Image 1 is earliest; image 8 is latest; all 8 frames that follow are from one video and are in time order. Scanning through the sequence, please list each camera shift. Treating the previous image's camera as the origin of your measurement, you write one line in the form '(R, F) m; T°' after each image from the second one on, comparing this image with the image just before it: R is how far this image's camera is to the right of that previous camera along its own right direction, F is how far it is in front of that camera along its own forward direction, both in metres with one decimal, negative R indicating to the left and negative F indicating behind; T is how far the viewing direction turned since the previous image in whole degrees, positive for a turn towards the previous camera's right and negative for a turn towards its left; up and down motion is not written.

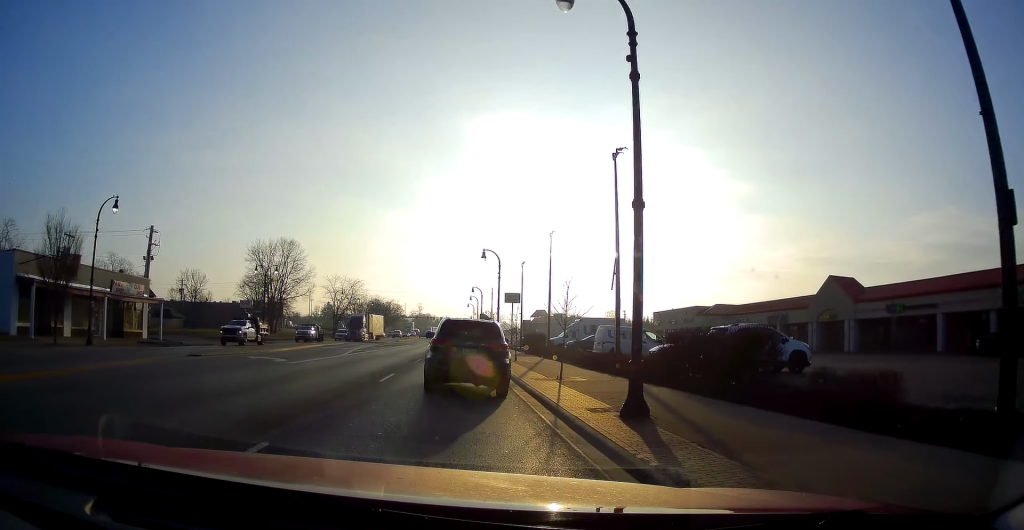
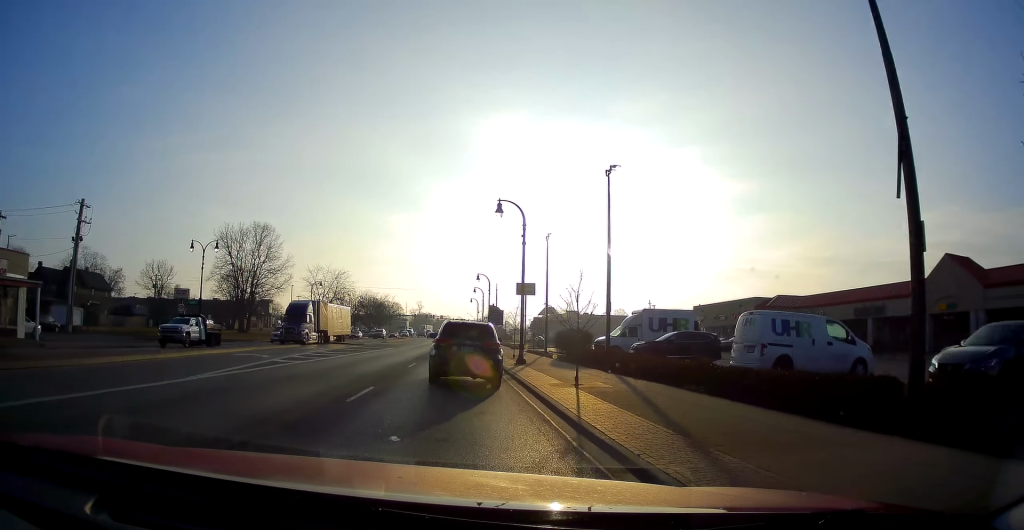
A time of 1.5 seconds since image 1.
(+0.2, +17.0) m; +1°
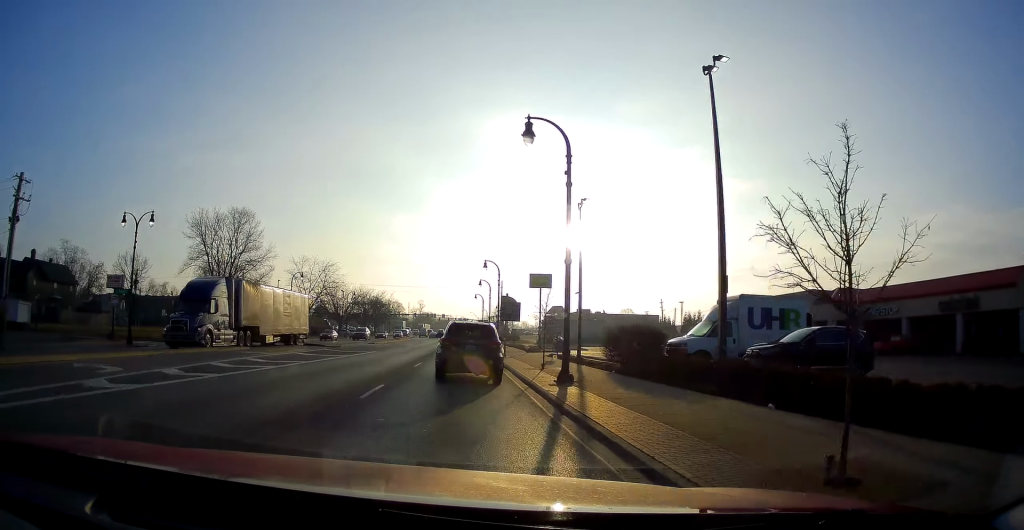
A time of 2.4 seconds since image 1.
(0.0, +11.6) m; 0°
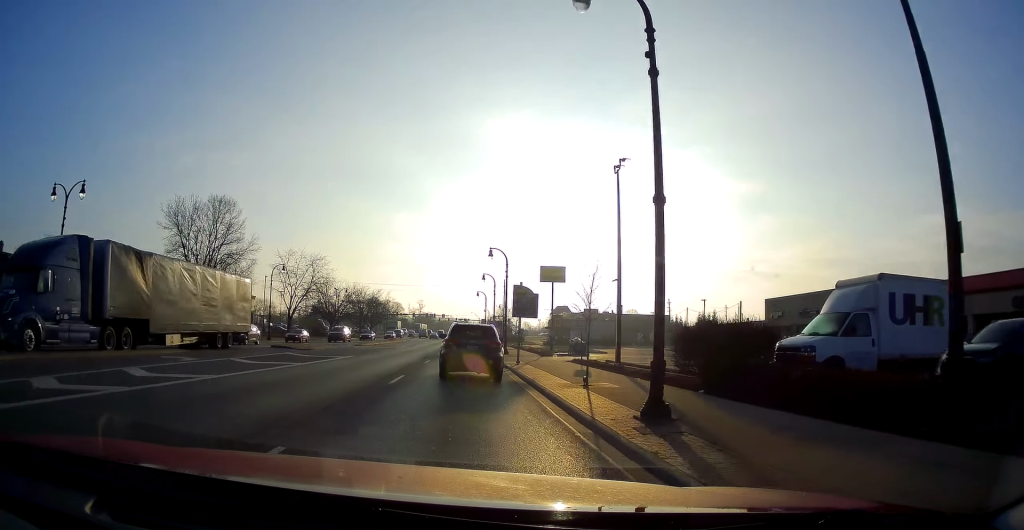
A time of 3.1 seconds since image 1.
(0.0, +8.3) m; -1°
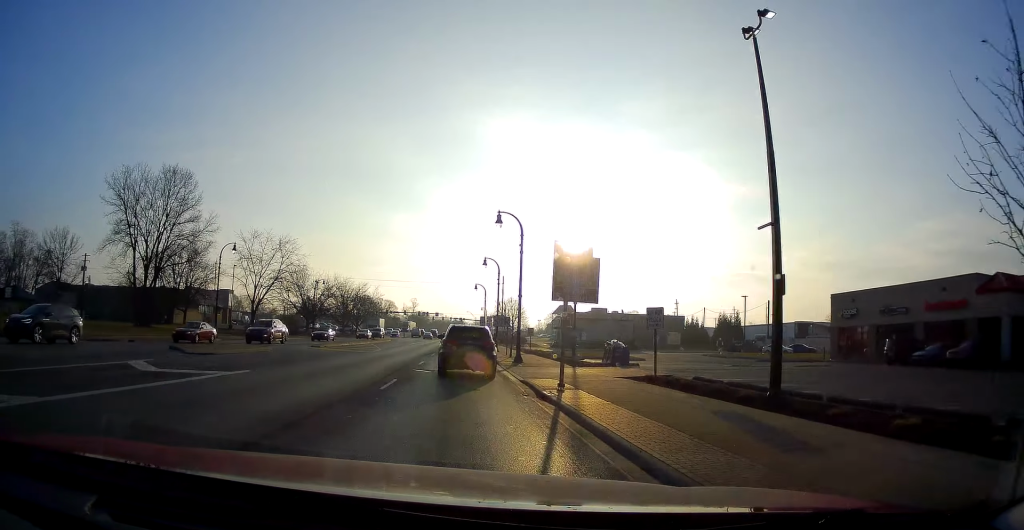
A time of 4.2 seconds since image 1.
(-0.3, +13.8) m; -1°
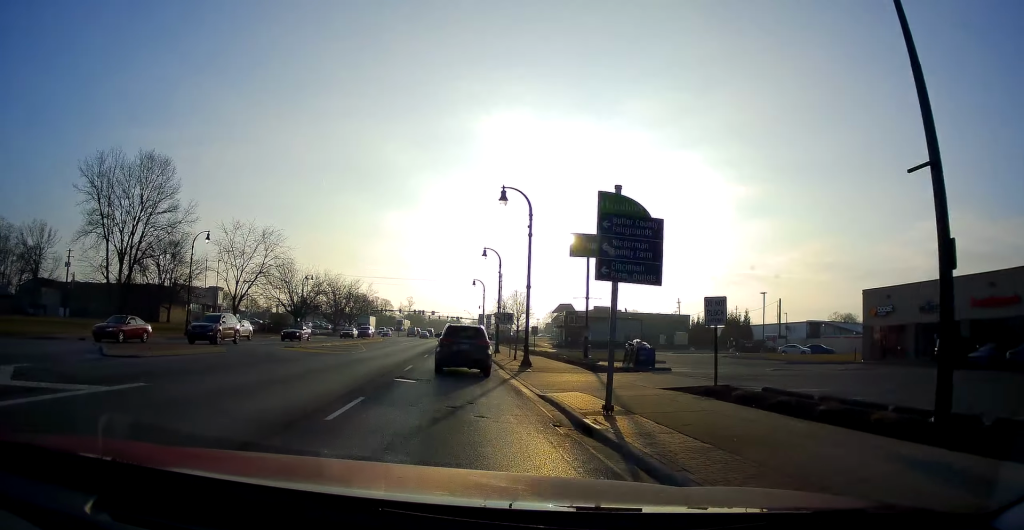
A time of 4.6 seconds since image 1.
(0.0, +5.4) m; +1°
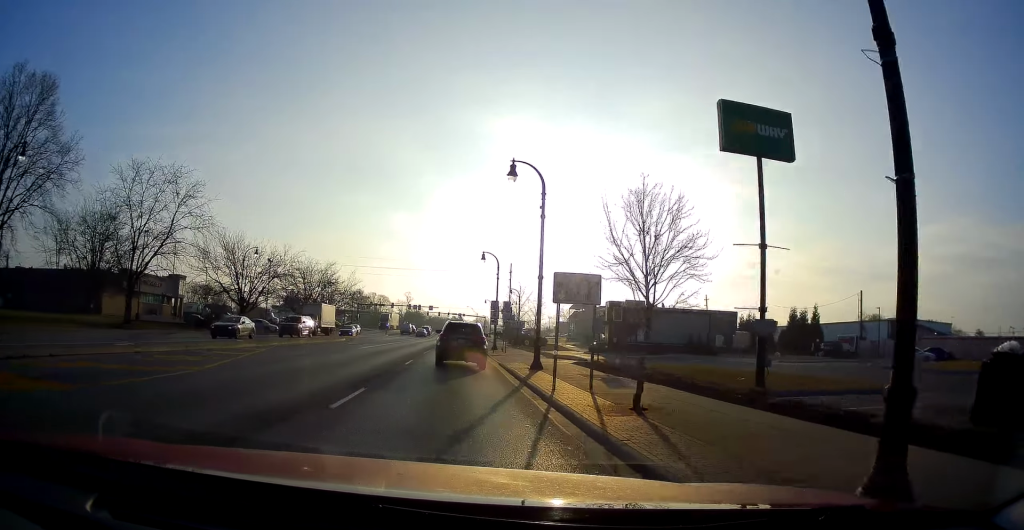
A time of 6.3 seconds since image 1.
(+1.0, +23.5) m; +3°
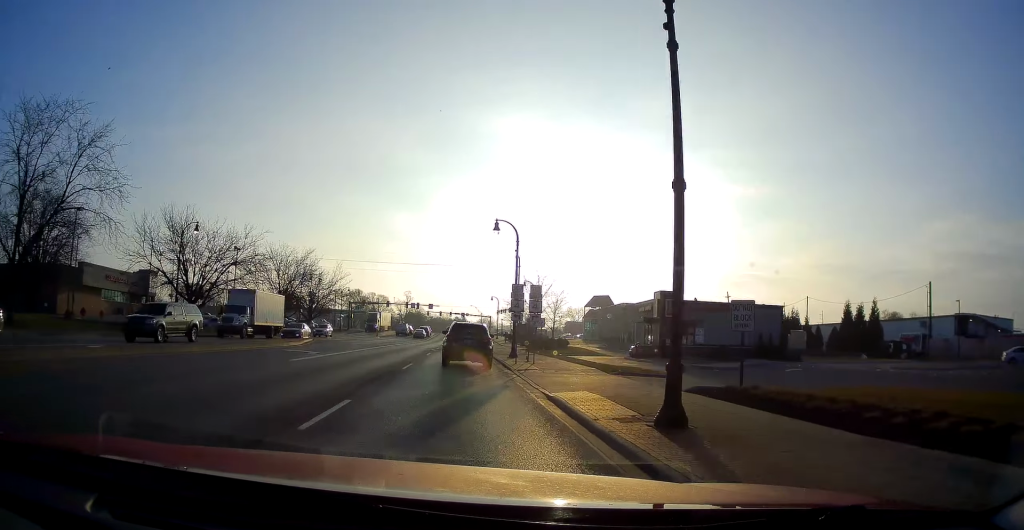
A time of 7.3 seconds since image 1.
(-0.5, +14.6) m; -1°
